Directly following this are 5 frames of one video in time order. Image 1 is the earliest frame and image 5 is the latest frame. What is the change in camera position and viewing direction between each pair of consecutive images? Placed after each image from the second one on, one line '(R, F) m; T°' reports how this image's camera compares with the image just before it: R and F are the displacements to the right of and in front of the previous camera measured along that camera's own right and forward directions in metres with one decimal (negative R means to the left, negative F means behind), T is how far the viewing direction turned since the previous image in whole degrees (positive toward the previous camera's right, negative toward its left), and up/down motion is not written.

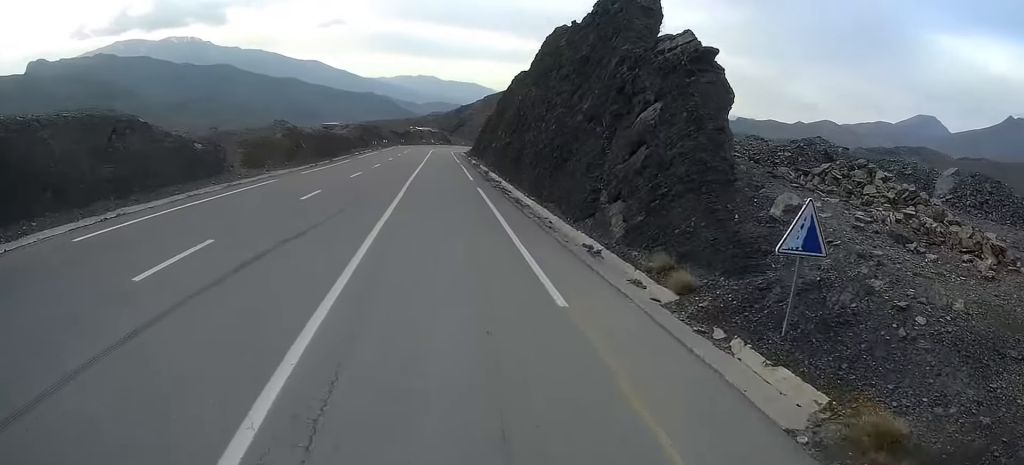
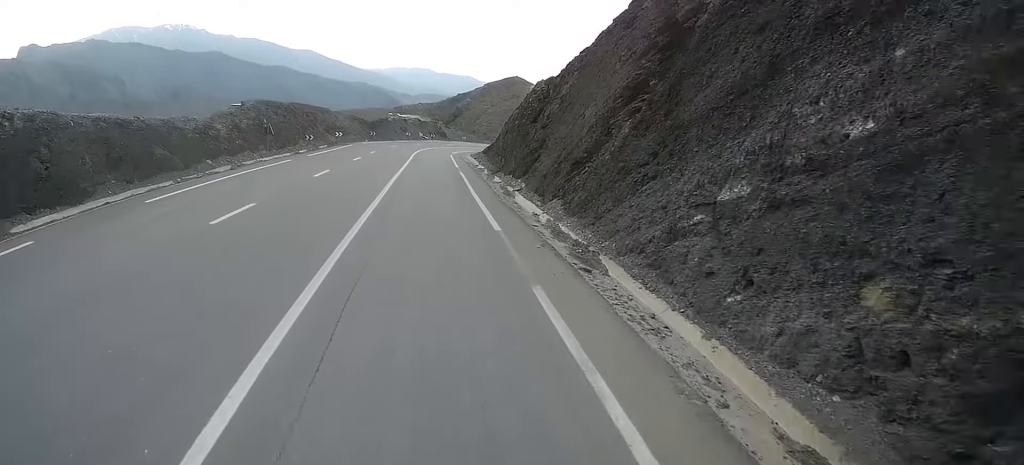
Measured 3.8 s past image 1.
(+1.2, +47.0) m; +2°
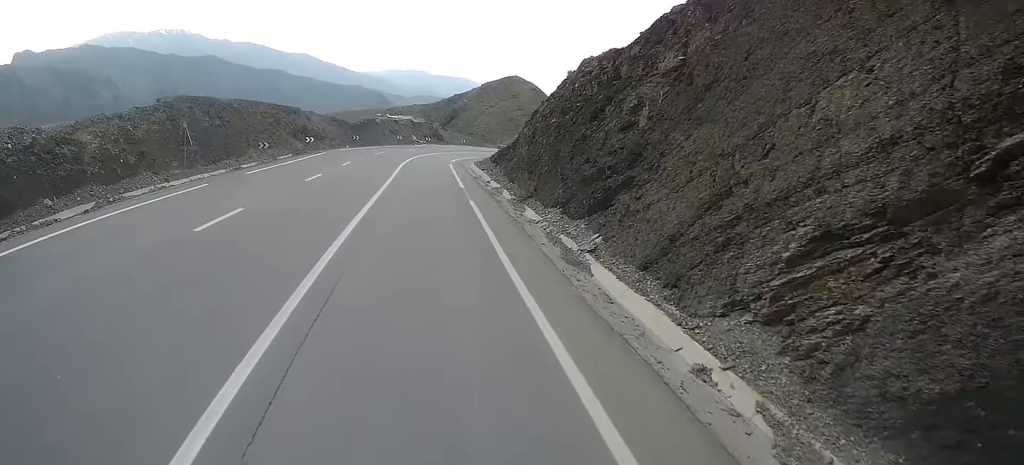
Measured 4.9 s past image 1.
(+0.1, +14.3) m; 0°
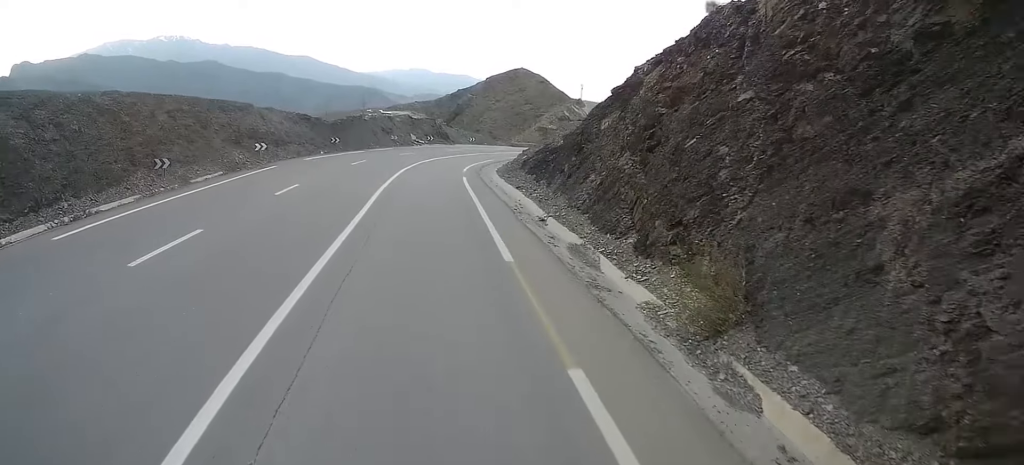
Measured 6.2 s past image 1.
(0.0, +17.0) m; 0°
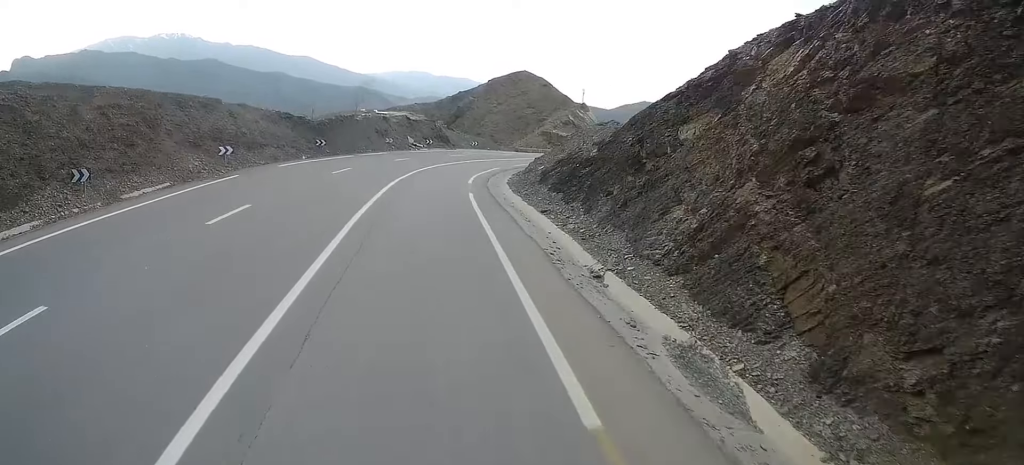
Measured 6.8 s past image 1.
(0.0, +6.8) m; +1°
